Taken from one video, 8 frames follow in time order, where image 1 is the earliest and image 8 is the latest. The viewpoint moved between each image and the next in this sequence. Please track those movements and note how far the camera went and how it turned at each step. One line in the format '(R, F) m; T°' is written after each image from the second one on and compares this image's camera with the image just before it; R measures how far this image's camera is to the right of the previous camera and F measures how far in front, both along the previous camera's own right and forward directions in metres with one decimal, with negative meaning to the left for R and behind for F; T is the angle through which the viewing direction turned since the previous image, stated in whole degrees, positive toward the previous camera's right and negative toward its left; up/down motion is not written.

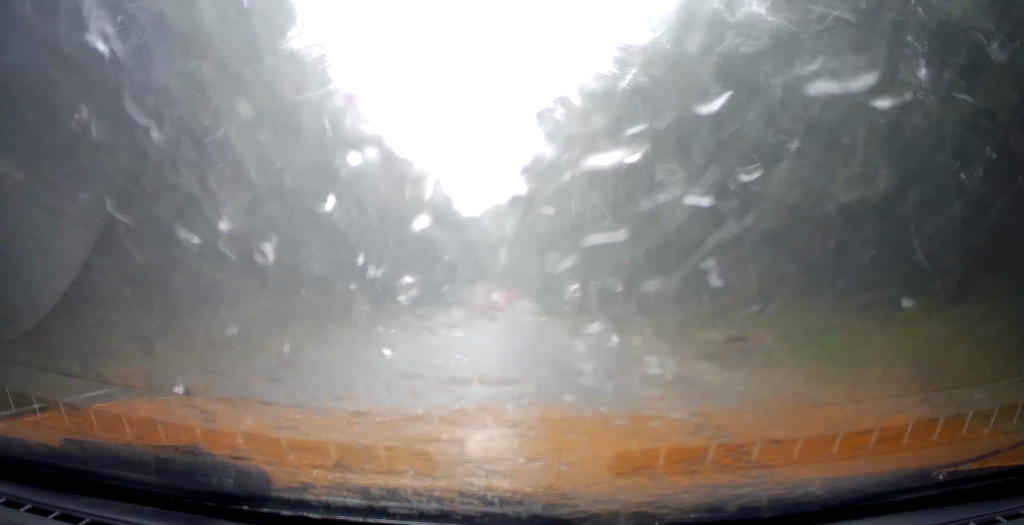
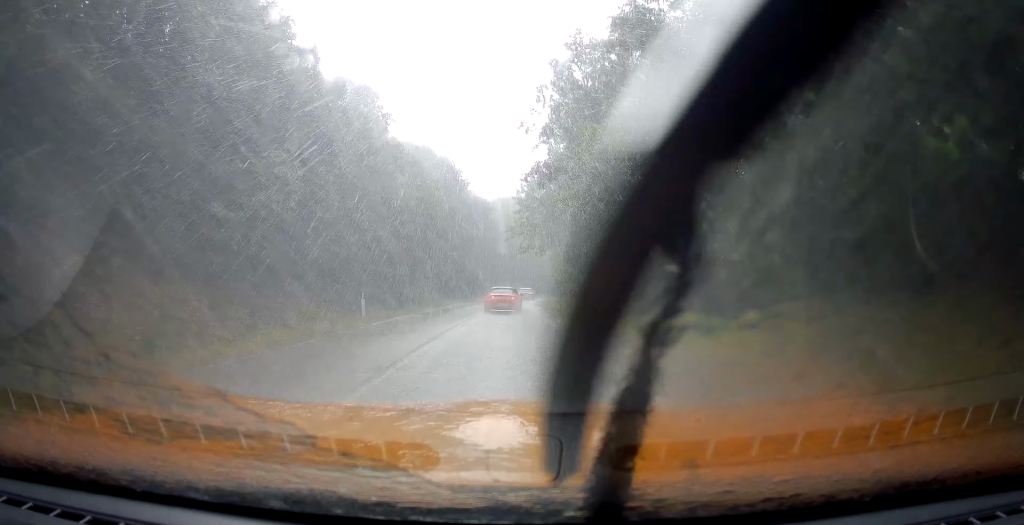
(-0.7, +7.4) m; -1°
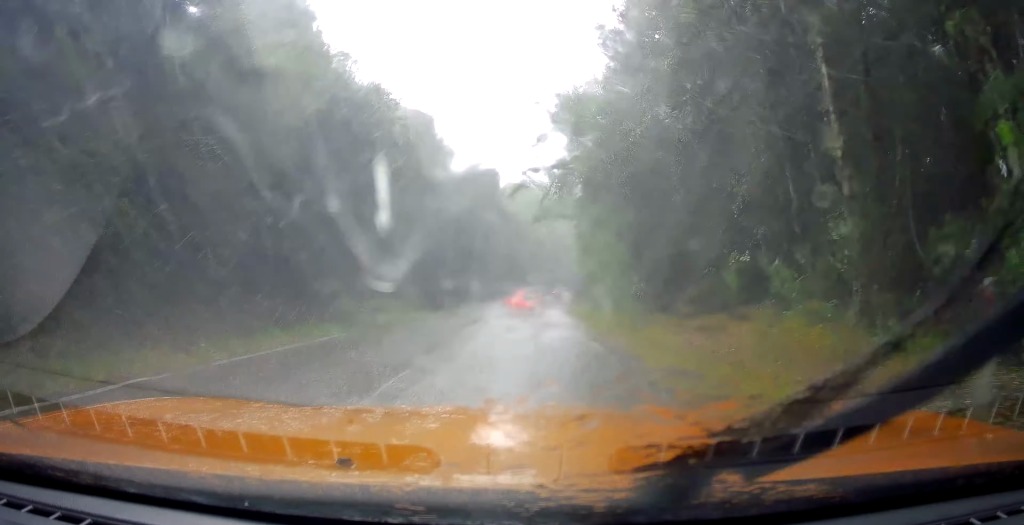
(+0.7, +18.3) m; -1°
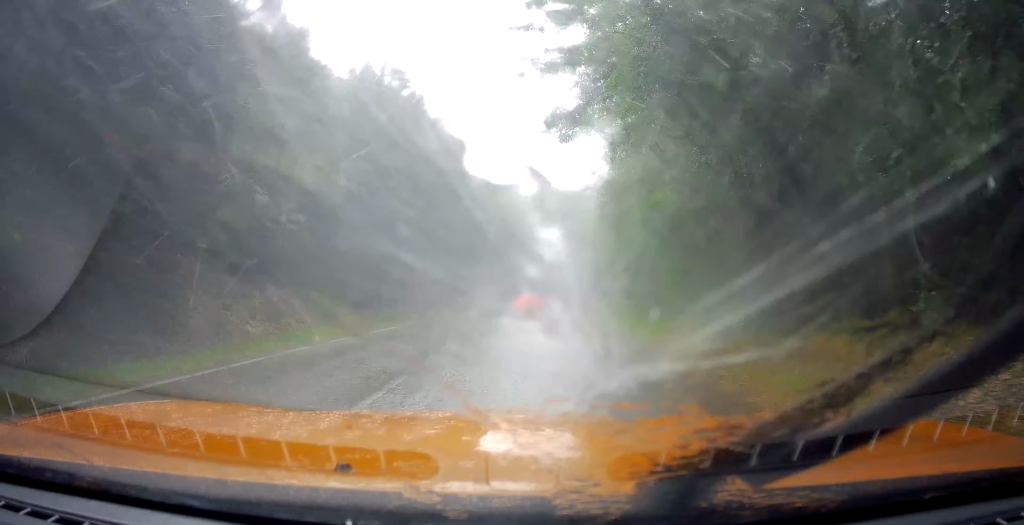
(-0.4, +10.7) m; -4°
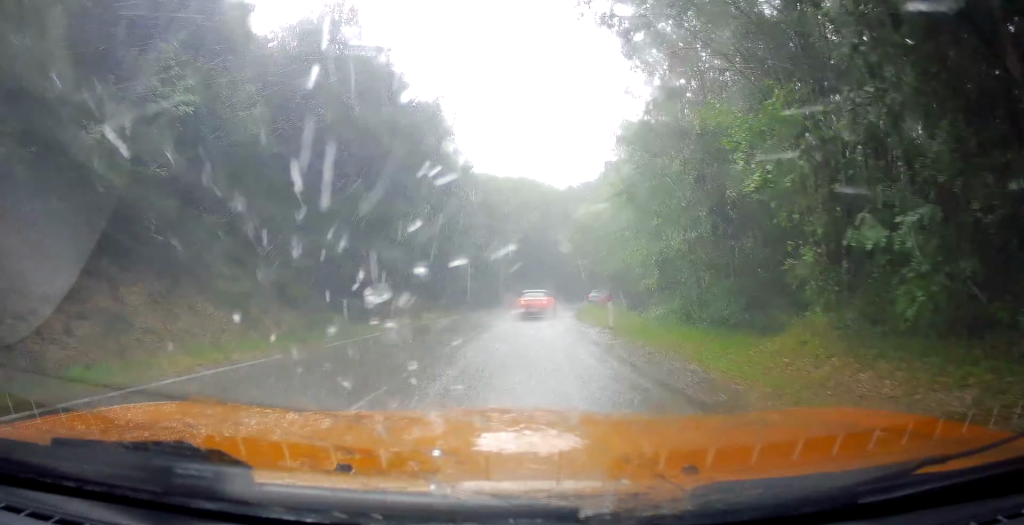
(-0.8, +6.8) m; +3°
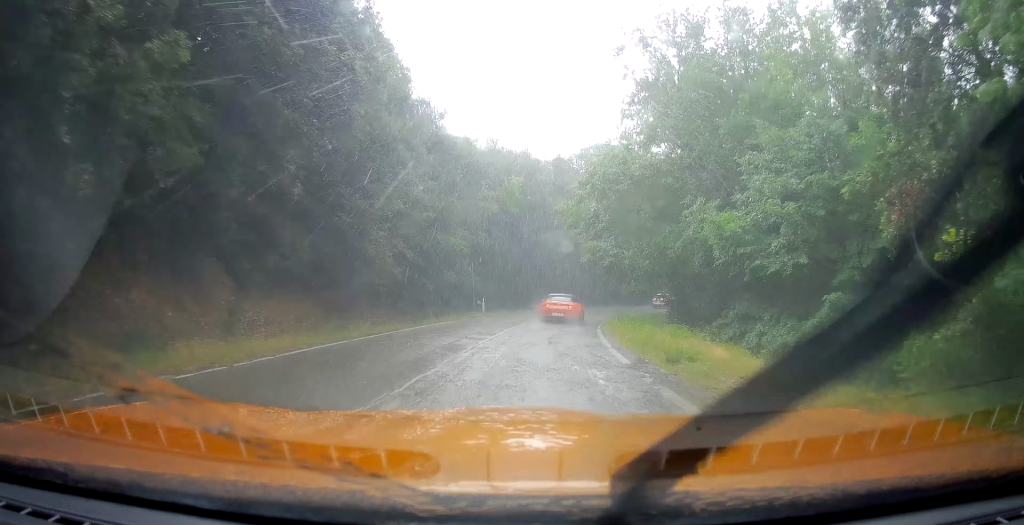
(+2.7, +16.9) m; +11°
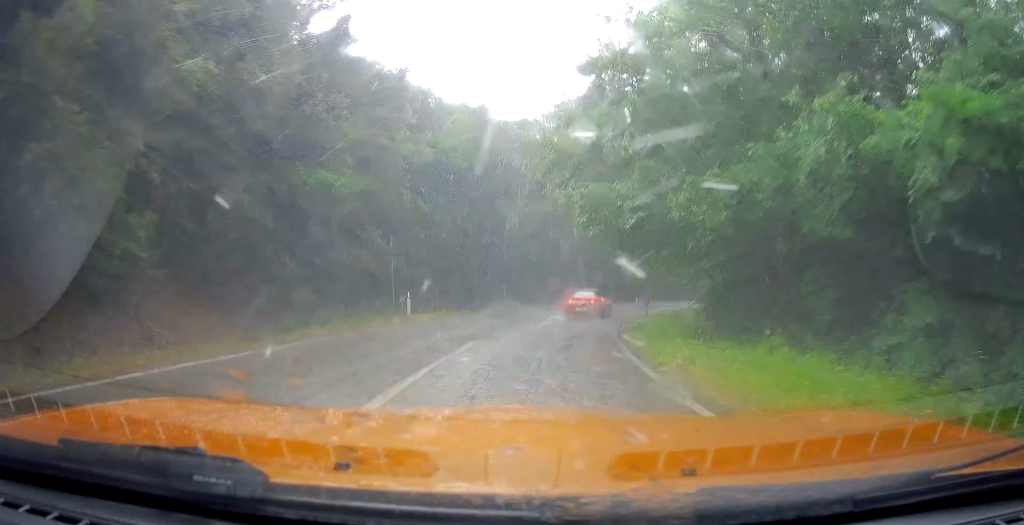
(-0.3, +12.6) m; 0°
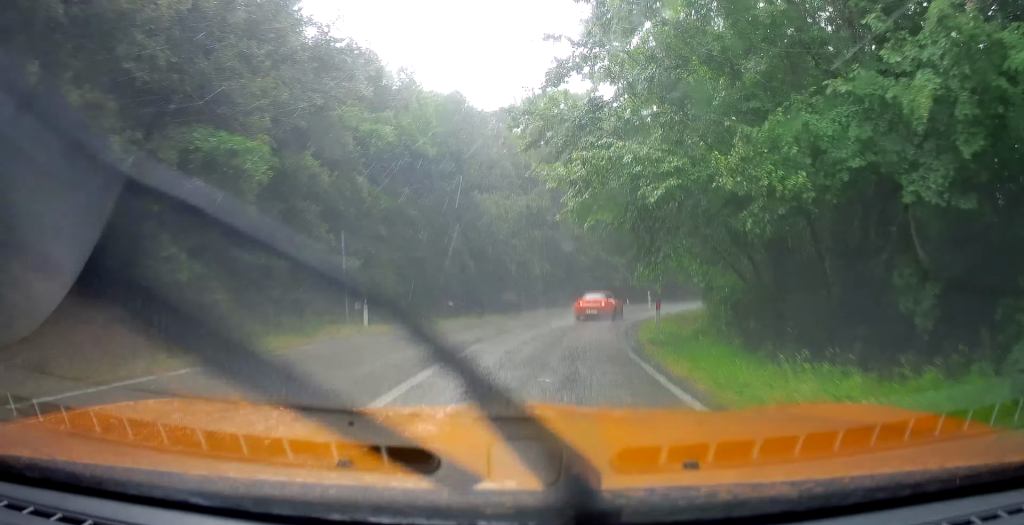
(-0.3, +4.2) m; +1°
